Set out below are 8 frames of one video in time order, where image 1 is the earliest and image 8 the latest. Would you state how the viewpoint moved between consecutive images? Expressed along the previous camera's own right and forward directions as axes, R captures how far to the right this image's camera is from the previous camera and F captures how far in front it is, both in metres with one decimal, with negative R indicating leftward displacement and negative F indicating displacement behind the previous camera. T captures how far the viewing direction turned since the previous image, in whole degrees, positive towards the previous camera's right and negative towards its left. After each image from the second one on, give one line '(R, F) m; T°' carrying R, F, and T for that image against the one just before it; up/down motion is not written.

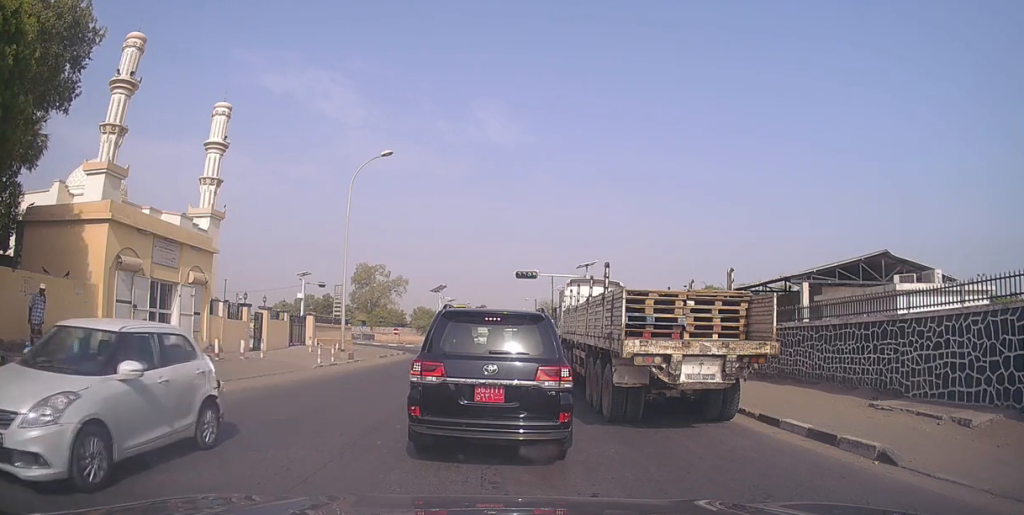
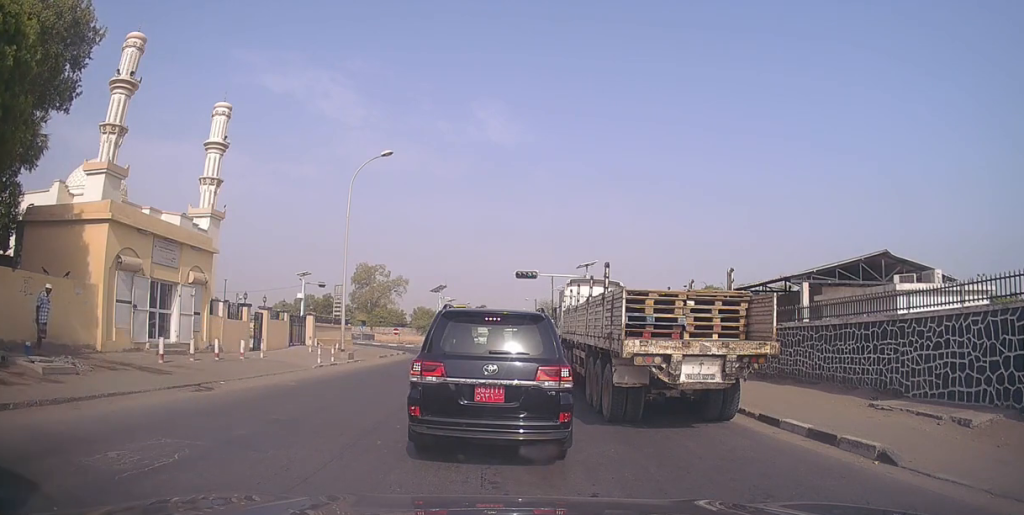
(0.0, 0.0) m; 0°
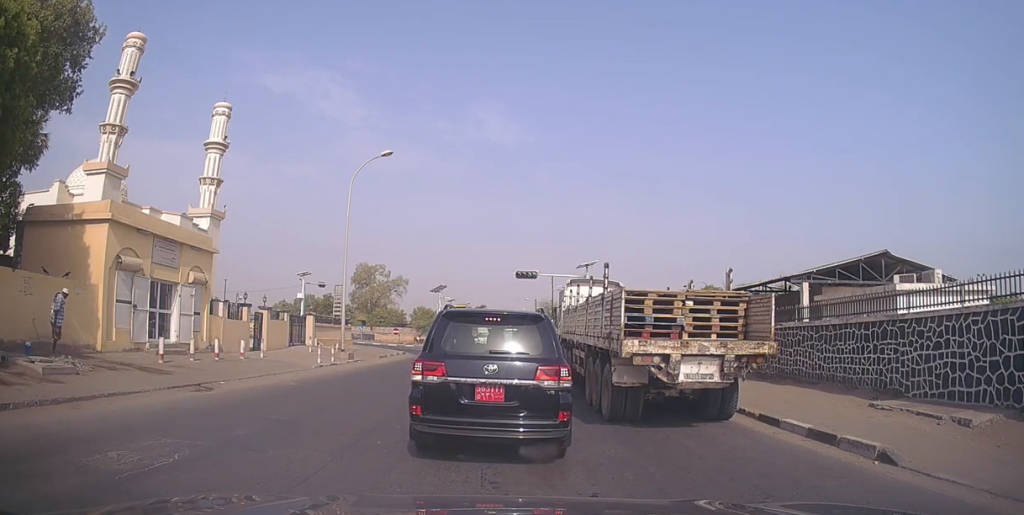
(0.0, 0.0) m; 0°
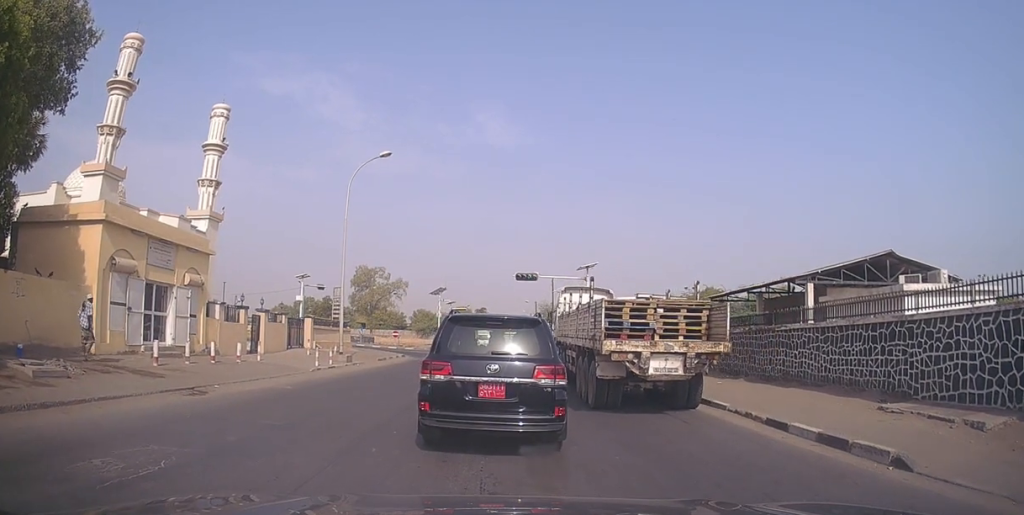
(-0.1, +0.4) m; 0°
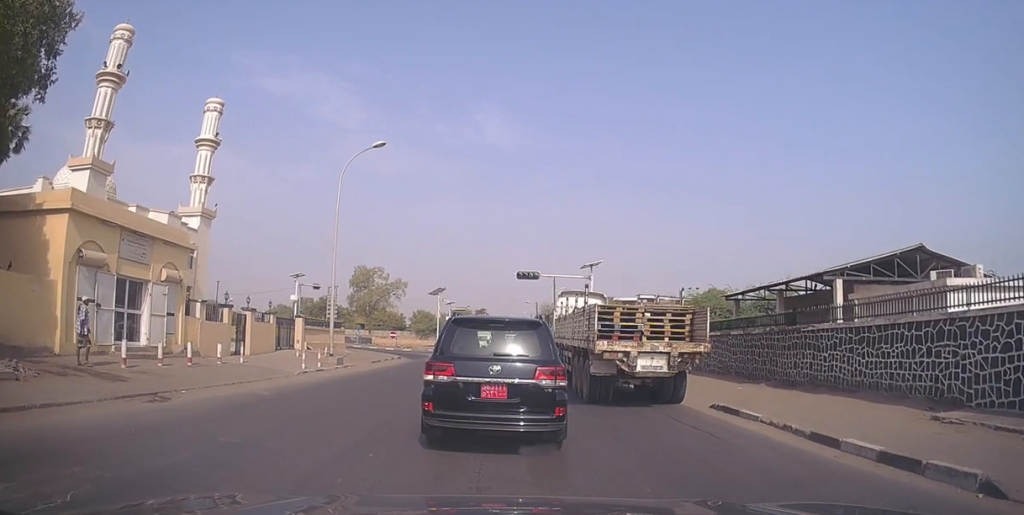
(-0.4, +1.3) m; 0°
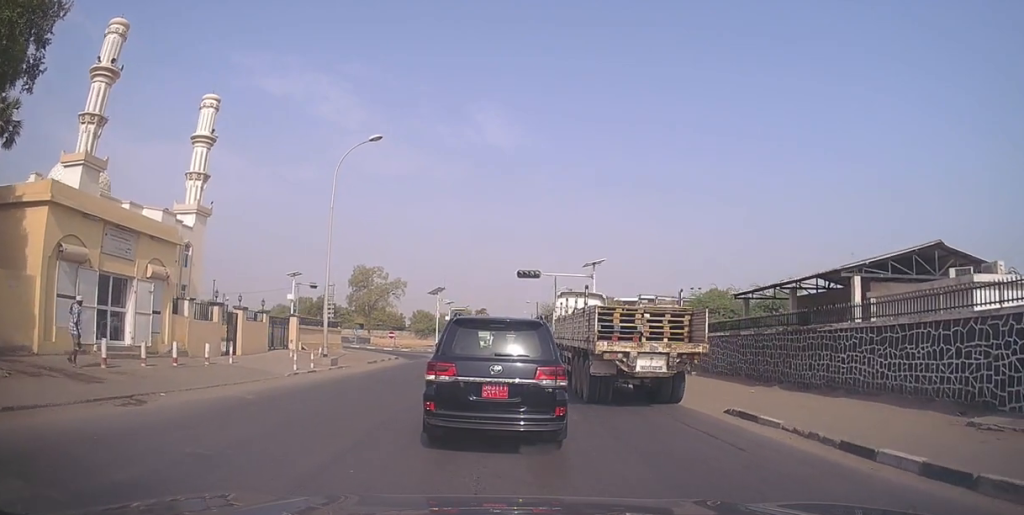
(-0.1, +0.7) m; 0°
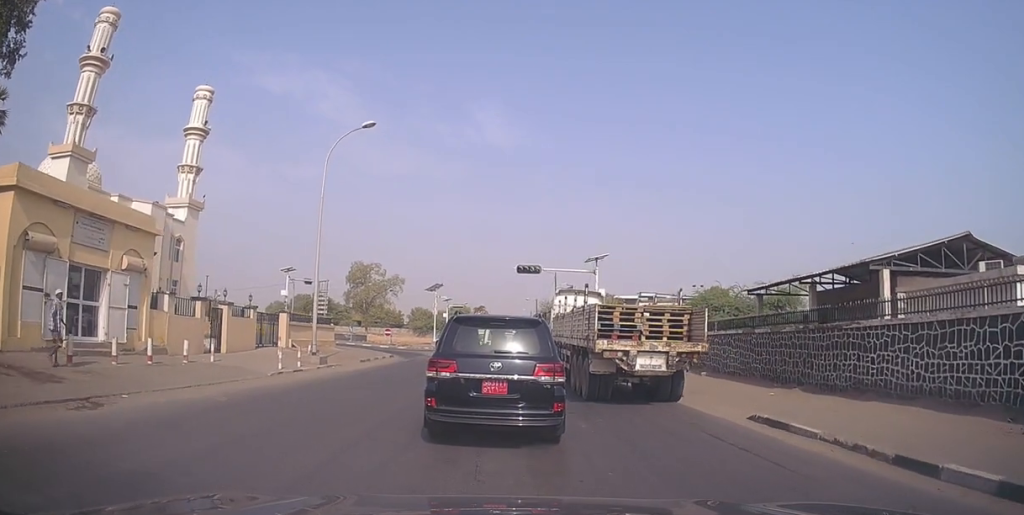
(+0.2, +1.2) m; -2°
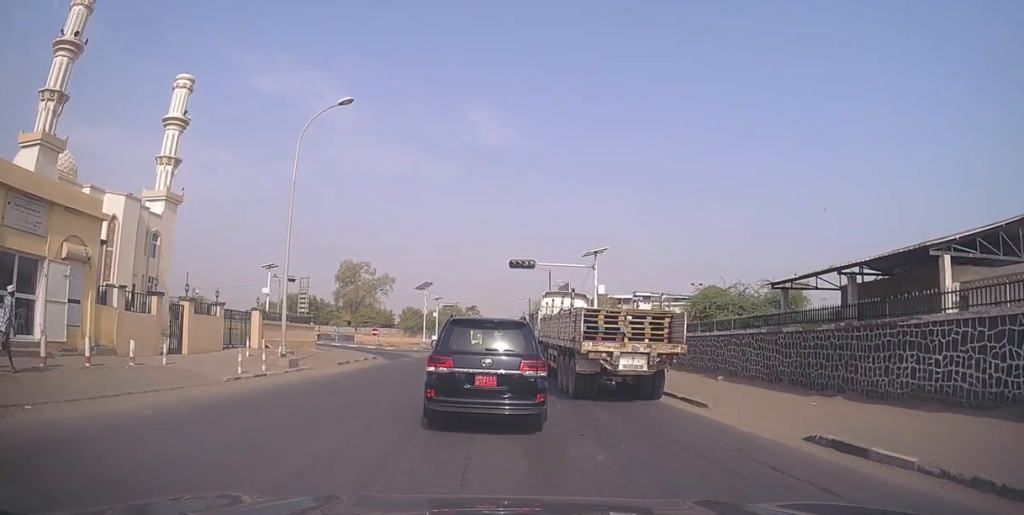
(-0.2, +2.5) m; -4°
